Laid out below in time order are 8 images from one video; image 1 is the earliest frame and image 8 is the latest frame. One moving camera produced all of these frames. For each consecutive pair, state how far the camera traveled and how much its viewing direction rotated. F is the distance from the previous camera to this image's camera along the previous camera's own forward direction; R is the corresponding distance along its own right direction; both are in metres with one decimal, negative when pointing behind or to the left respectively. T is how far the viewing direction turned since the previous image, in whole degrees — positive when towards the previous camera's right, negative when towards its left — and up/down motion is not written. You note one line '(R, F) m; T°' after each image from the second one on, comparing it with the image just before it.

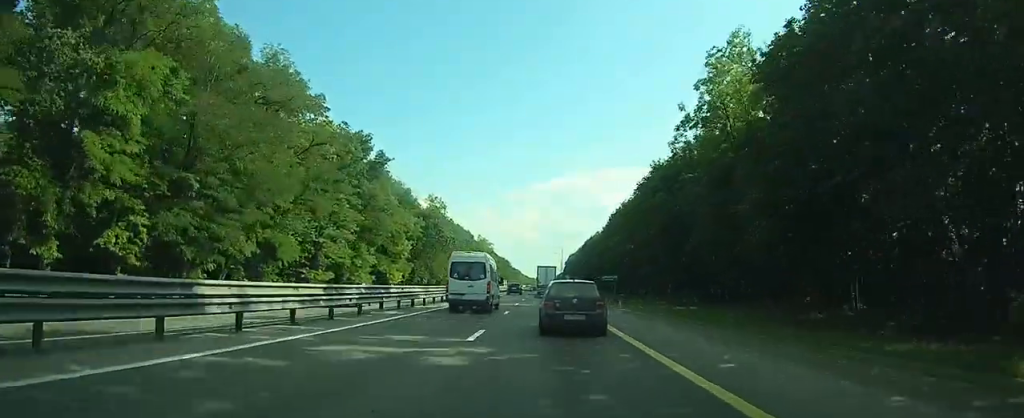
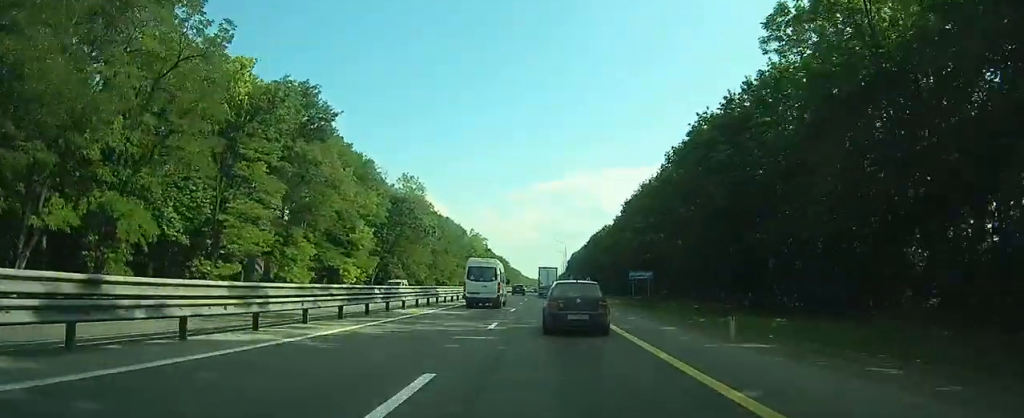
(-0.2, +18.4) m; 0°
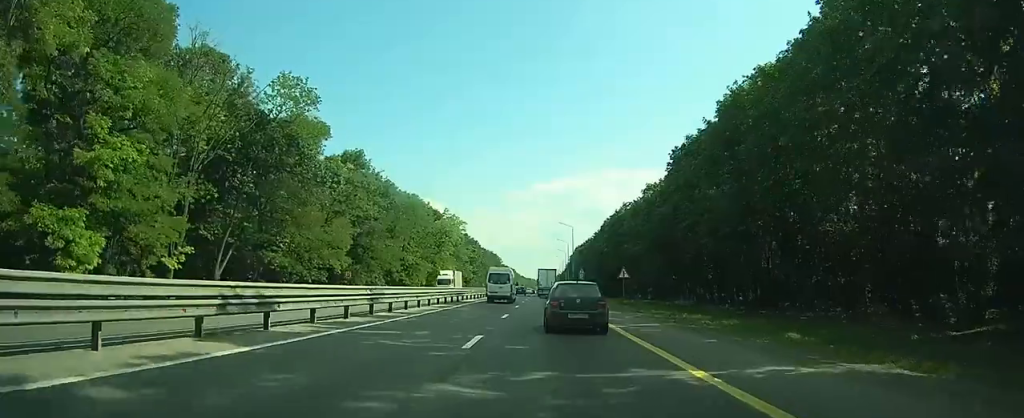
(+0.1, +41.0) m; 0°
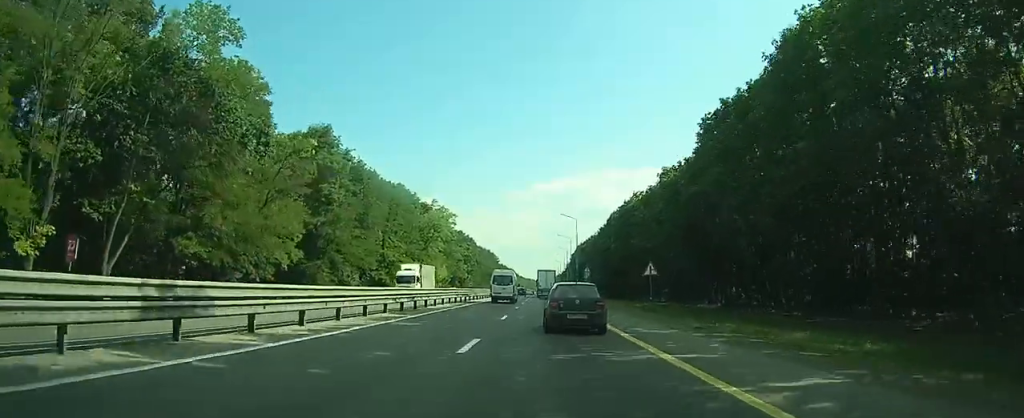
(0.0, +13.0) m; 0°
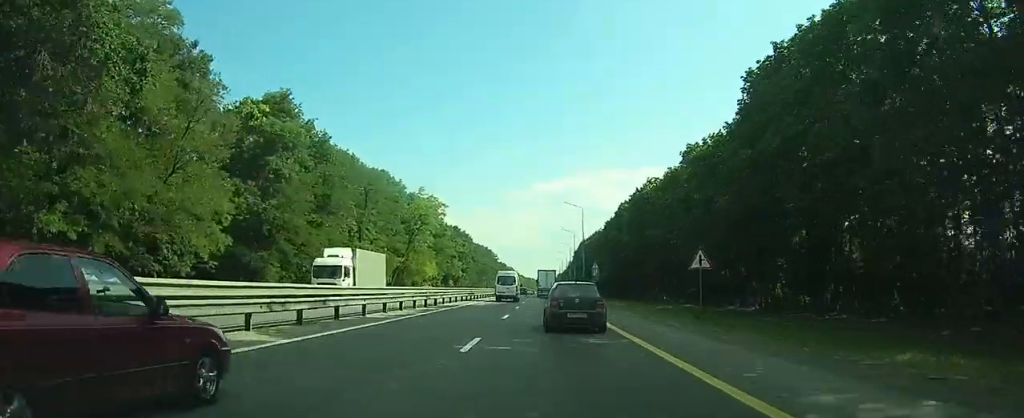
(0.0, +12.4) m; 0°
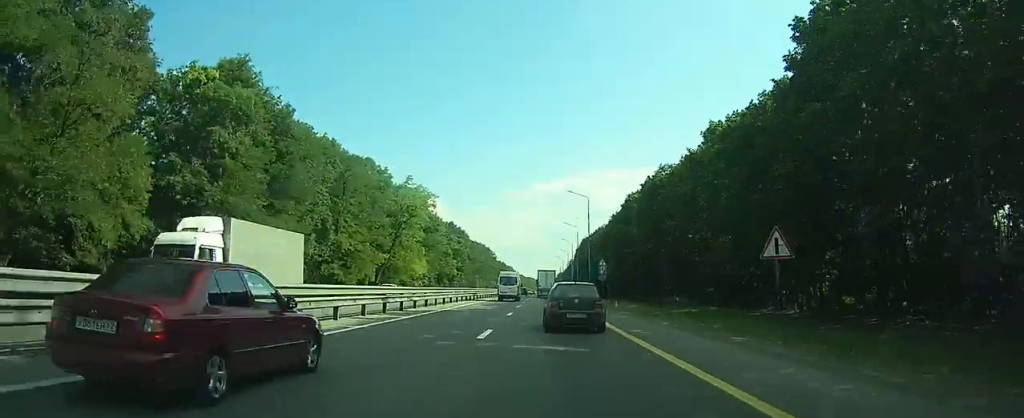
(0.0, +9.1) m; 0°
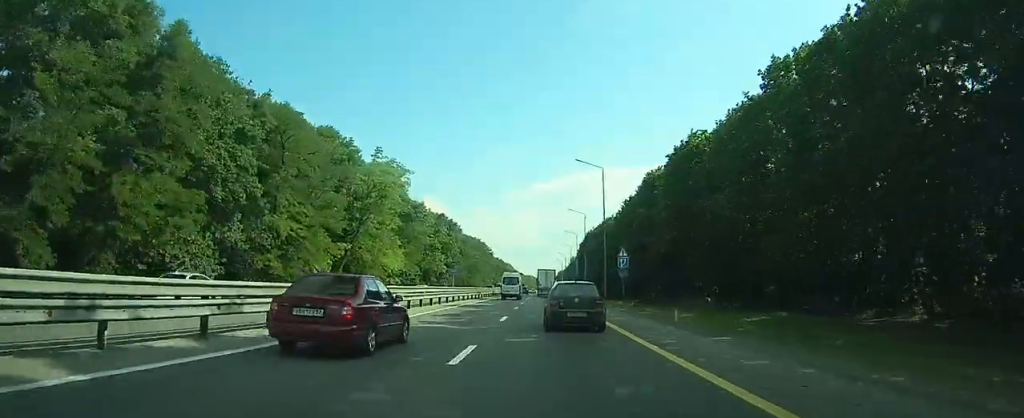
(0.0, +16.9) m; 0°
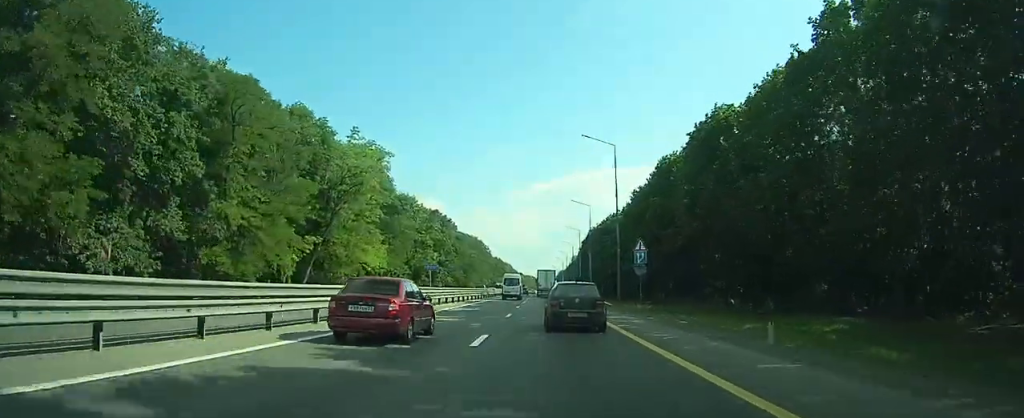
(-0.1, +9.1) m; 0°
